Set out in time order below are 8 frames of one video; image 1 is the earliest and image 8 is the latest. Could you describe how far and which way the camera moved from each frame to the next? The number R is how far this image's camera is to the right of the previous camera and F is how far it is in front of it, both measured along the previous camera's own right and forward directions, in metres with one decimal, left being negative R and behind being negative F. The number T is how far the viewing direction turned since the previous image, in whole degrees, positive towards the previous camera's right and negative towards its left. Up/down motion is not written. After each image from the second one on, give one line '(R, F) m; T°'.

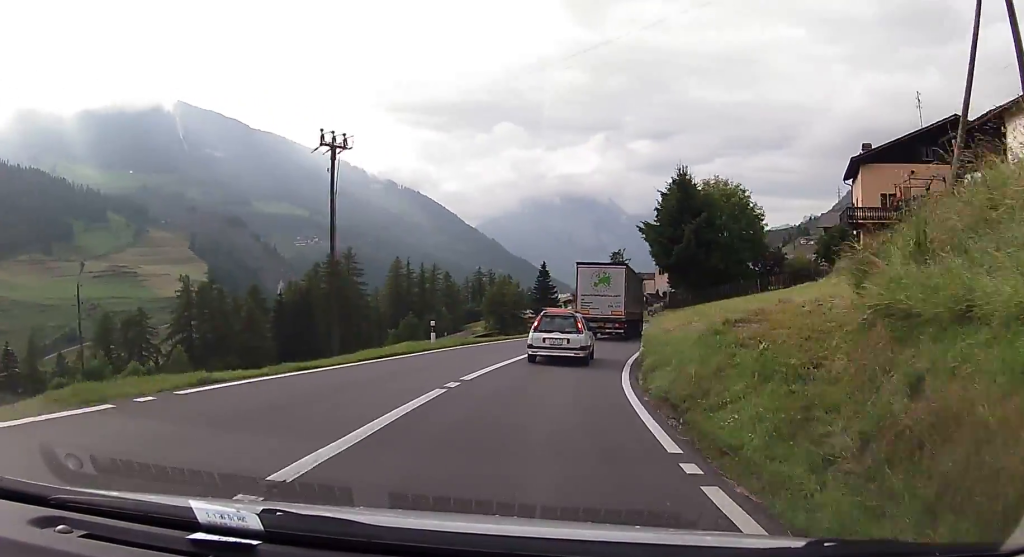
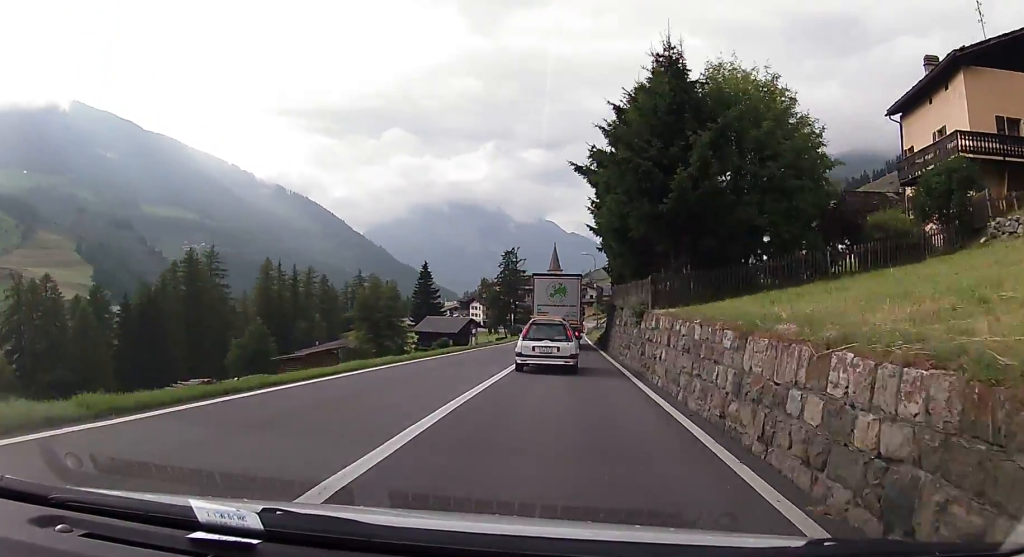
(+2.1, +22.4) m; +10°
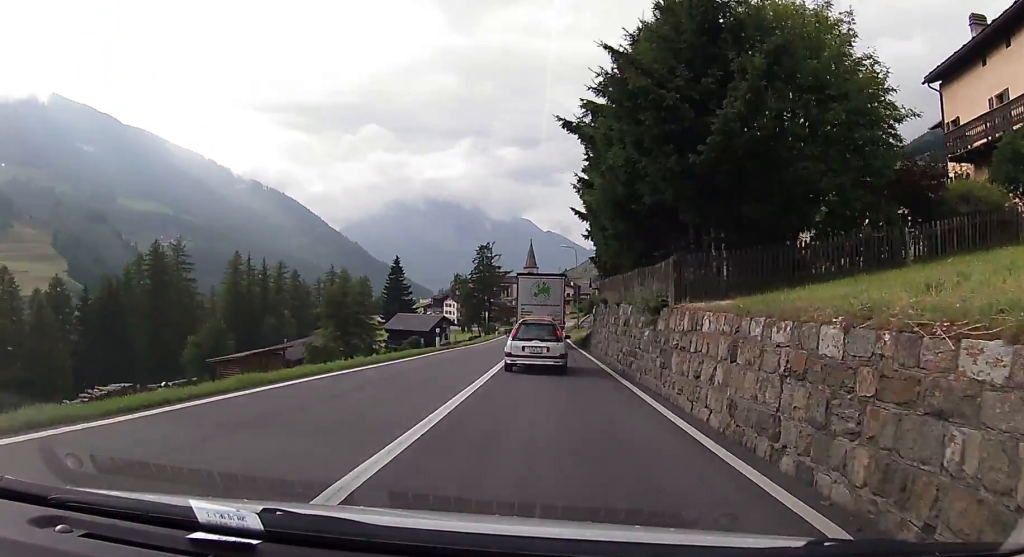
(+0.1, +6.1) m; +2°
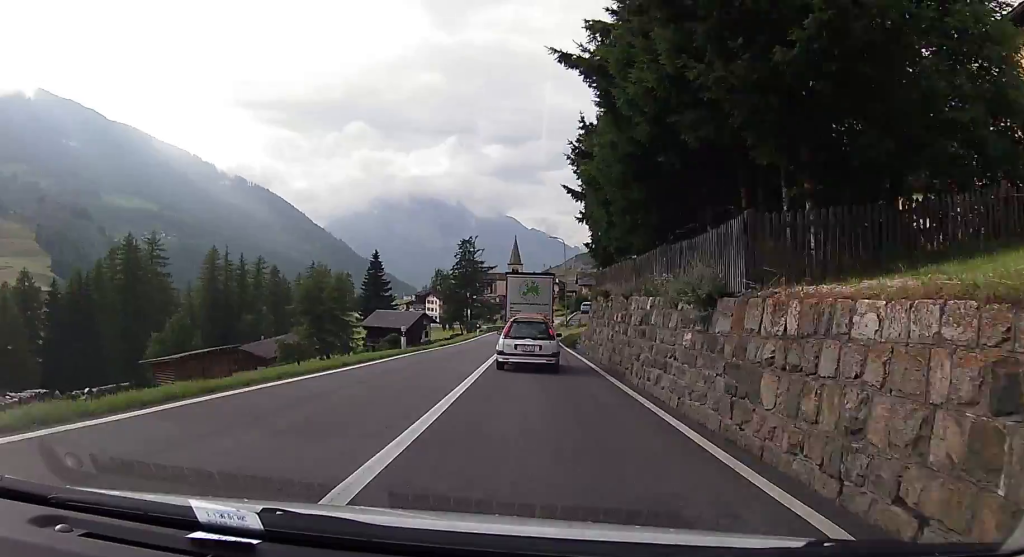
(+0.1, +5.8) m; +1°
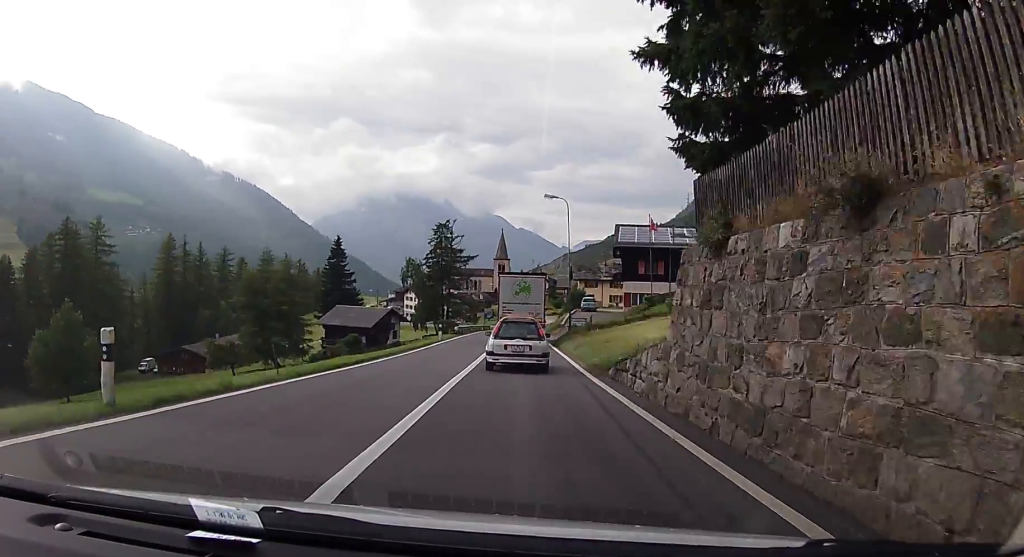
(+0.6, +21.6) m; +2°
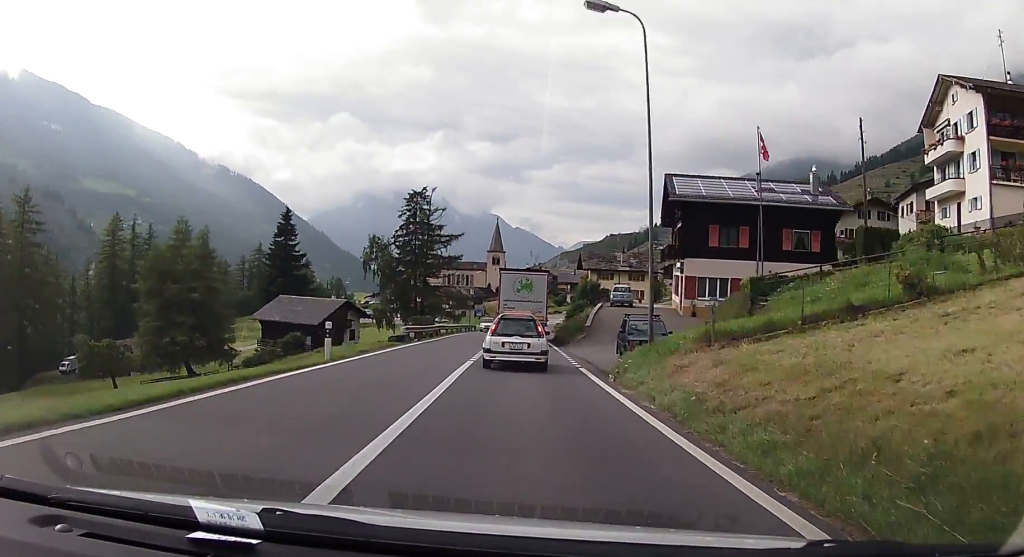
(-0.1, +28.1) m; 0°
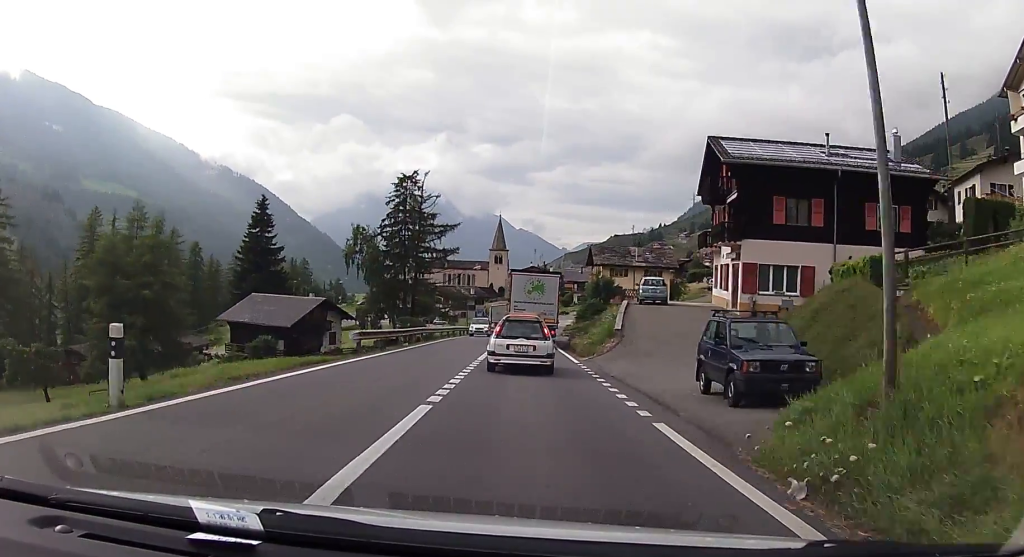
(0.0, +10.5) m; 0°
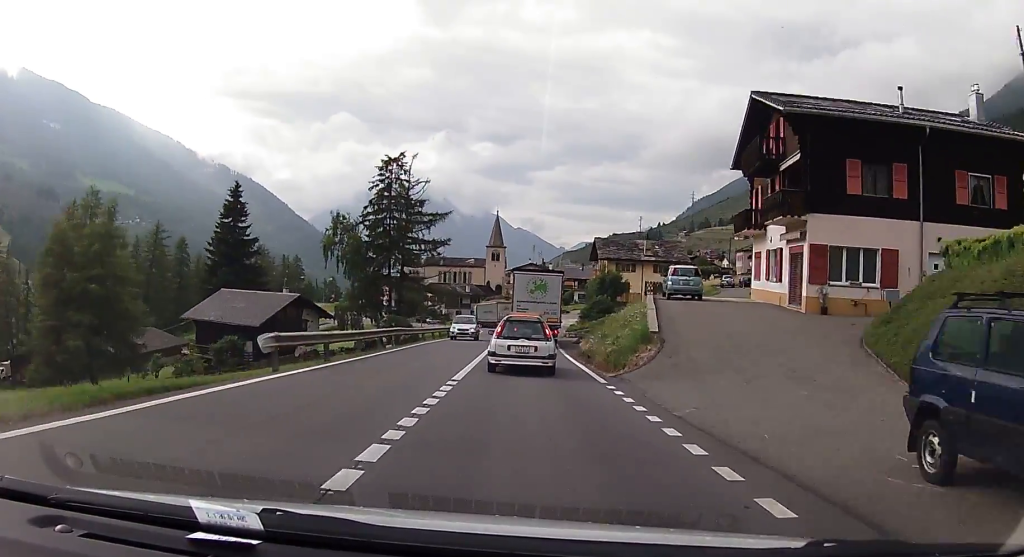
(0.0, +8.1) m; 0°
